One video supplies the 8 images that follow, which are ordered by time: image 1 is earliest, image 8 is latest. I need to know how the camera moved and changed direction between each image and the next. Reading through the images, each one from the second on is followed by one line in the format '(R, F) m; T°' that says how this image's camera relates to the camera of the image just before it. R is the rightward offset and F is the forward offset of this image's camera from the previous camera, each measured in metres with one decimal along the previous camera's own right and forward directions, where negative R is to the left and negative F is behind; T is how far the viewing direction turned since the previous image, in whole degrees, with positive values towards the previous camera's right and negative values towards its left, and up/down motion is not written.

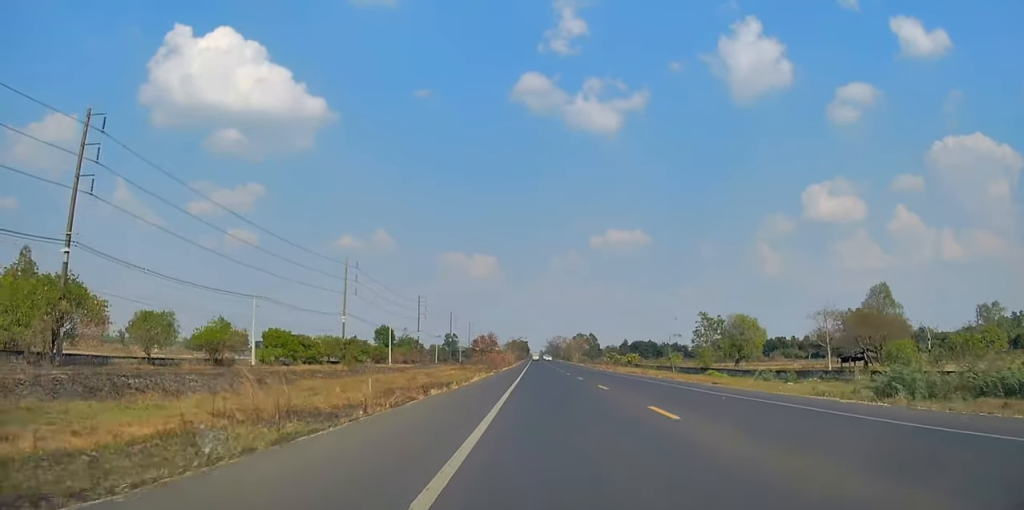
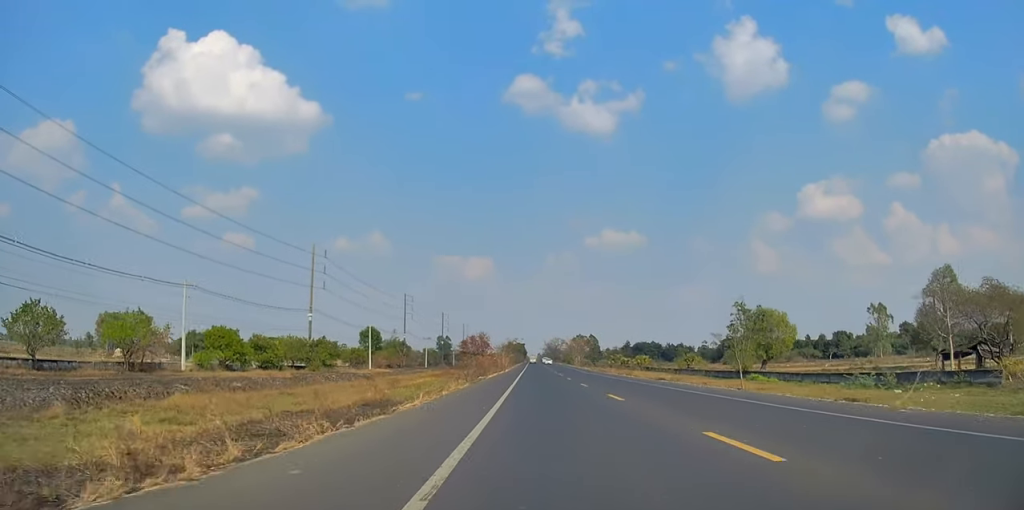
(+0.1, +17.9) m; 0°
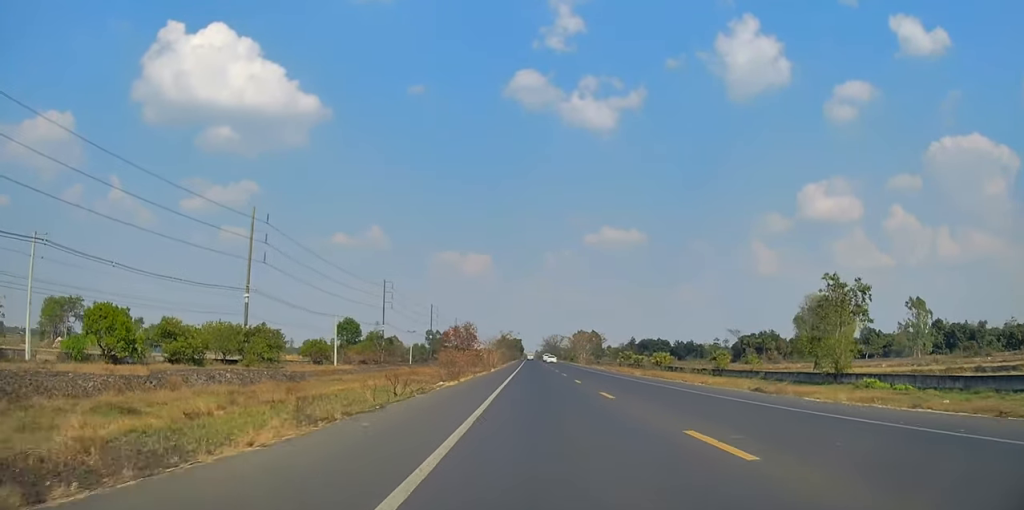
(-0.3, +24.5) m; 0°
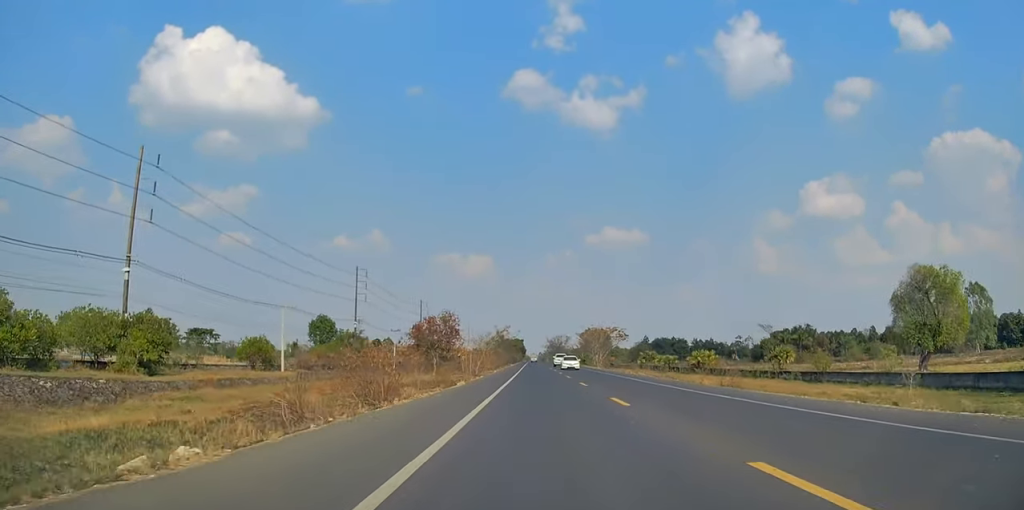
(+0.2, +26.7) m; +1°
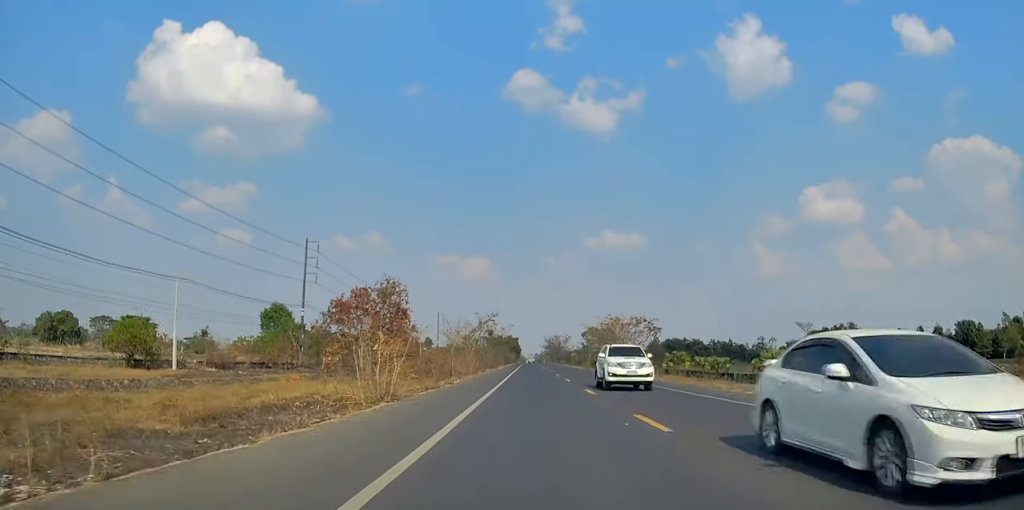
(-0.1, +30.0) m; 0°
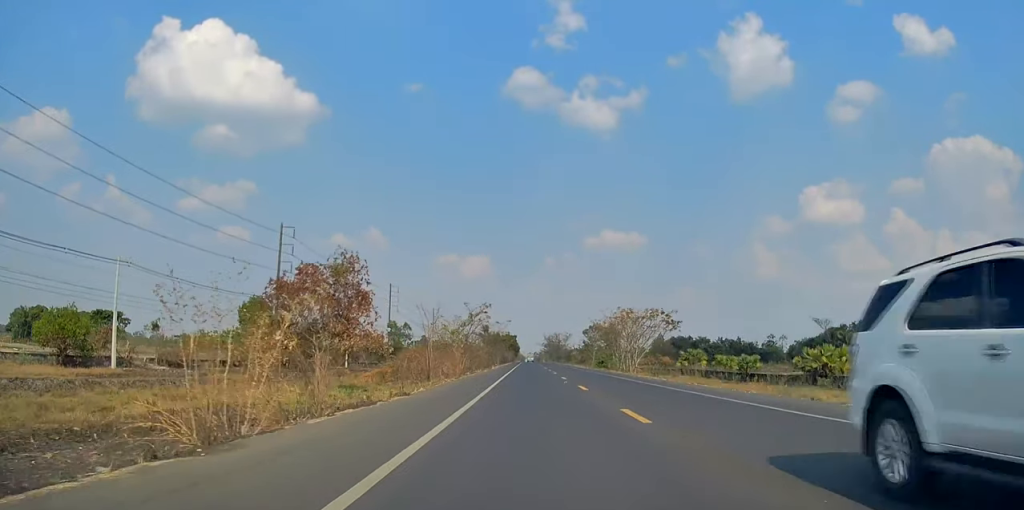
(+0.1, +10.8) m; 0°
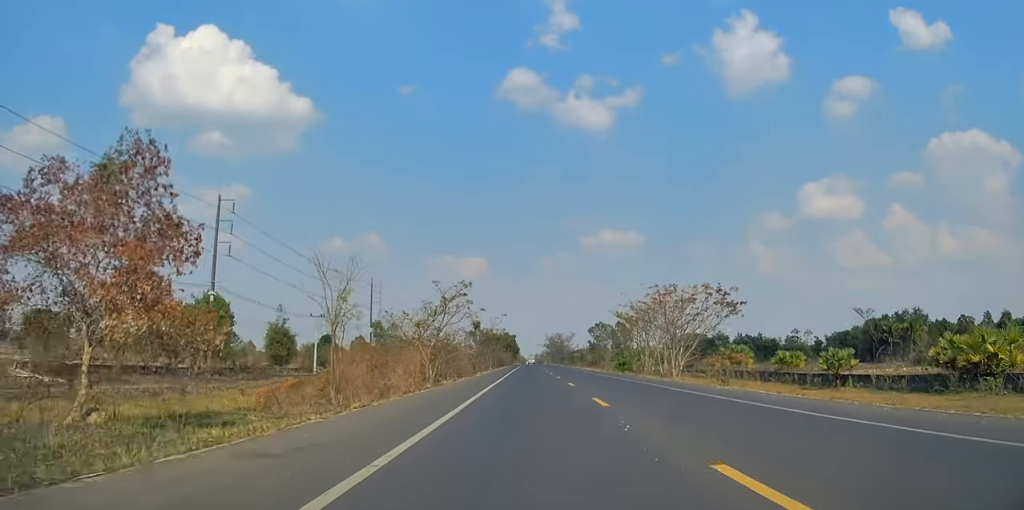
(0.0, +20.5) m; 0°
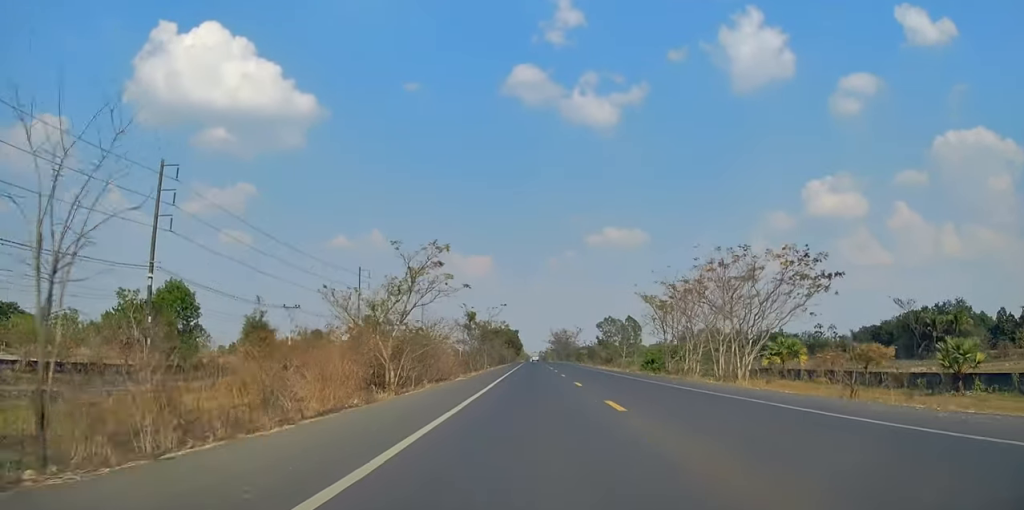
(0.0, +14.8) m; 0°
